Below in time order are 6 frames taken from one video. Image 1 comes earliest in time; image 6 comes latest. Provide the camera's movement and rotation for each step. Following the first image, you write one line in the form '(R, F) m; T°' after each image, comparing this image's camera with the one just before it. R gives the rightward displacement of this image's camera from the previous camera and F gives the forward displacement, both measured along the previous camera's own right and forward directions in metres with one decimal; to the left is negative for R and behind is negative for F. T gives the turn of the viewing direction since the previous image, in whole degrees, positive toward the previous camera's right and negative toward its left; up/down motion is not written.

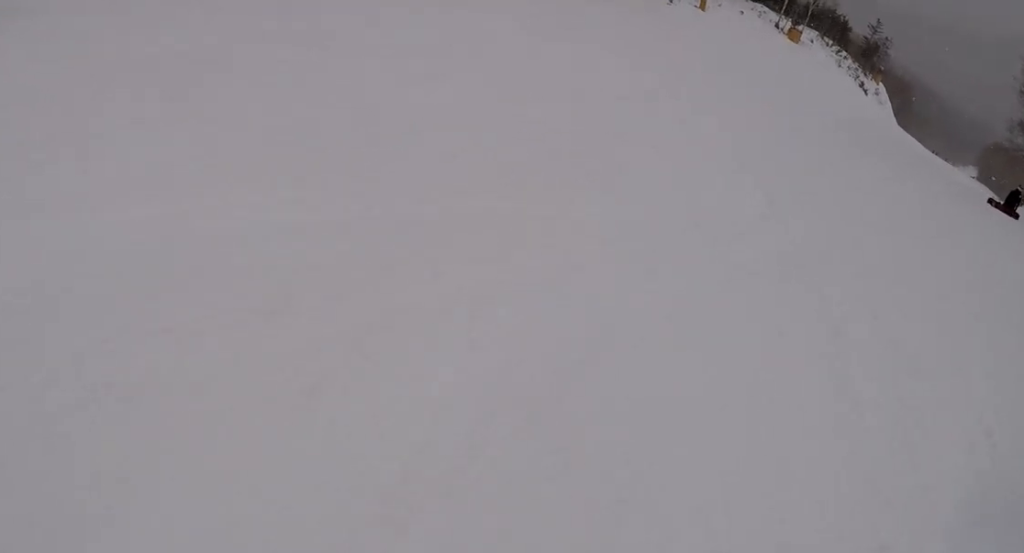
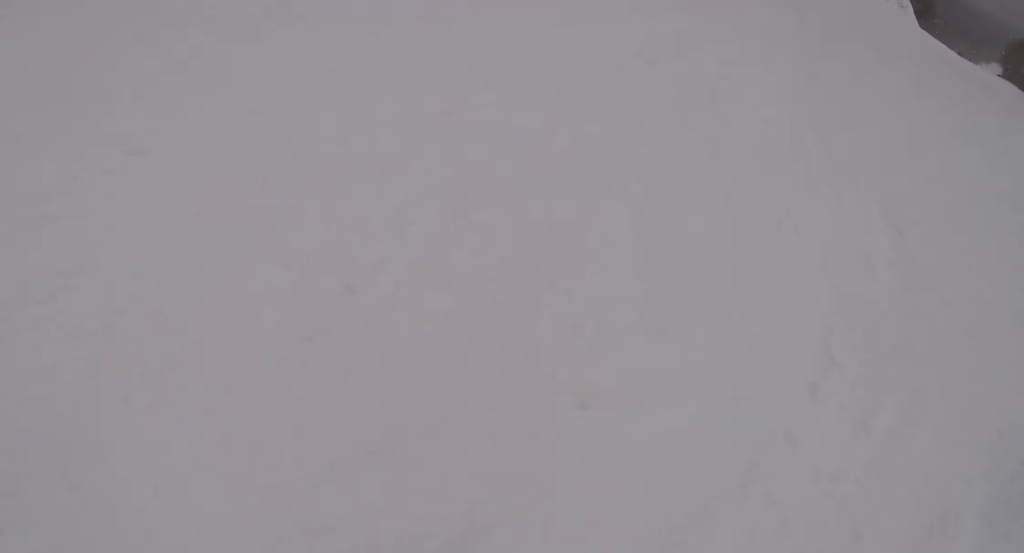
(-0.4, +2.8) m; 0°
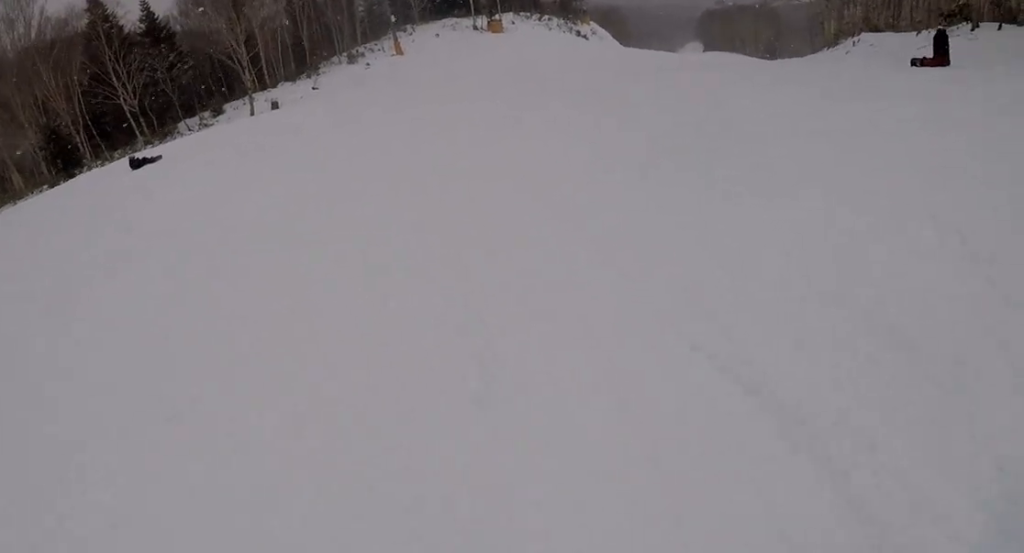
(+0.4, +6.5) m; +14°
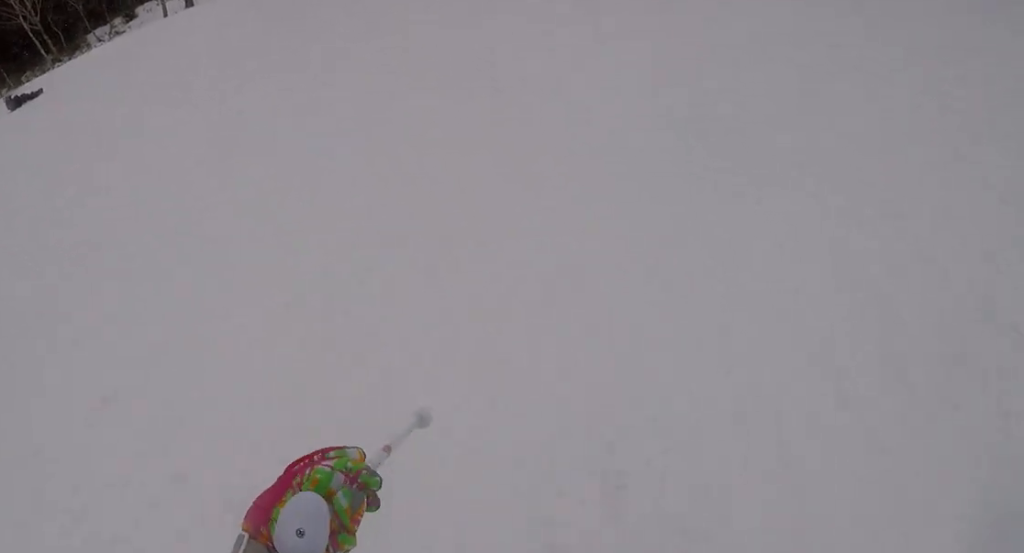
(+0.8, +2.7) m; +7°
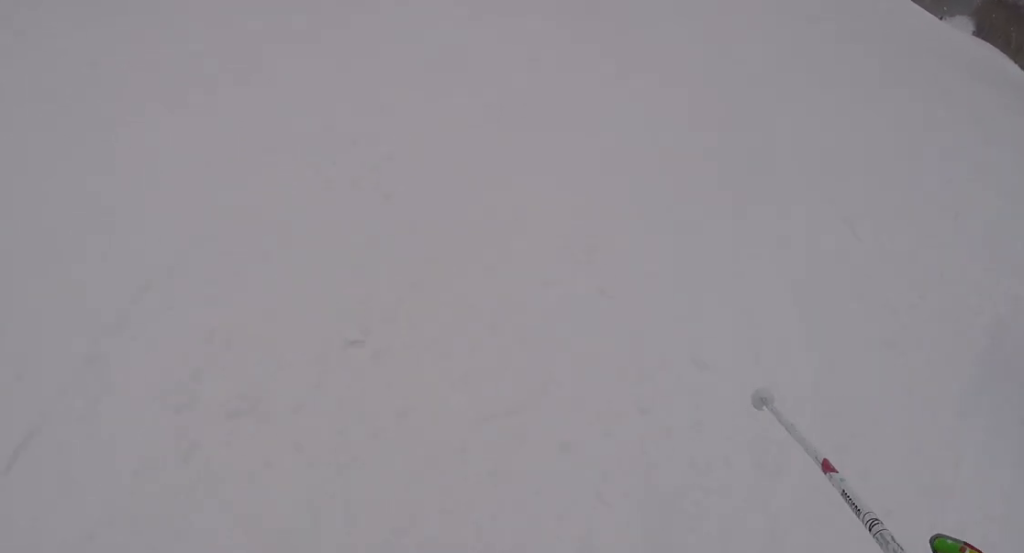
(-1.3, +9.0) m; -3°
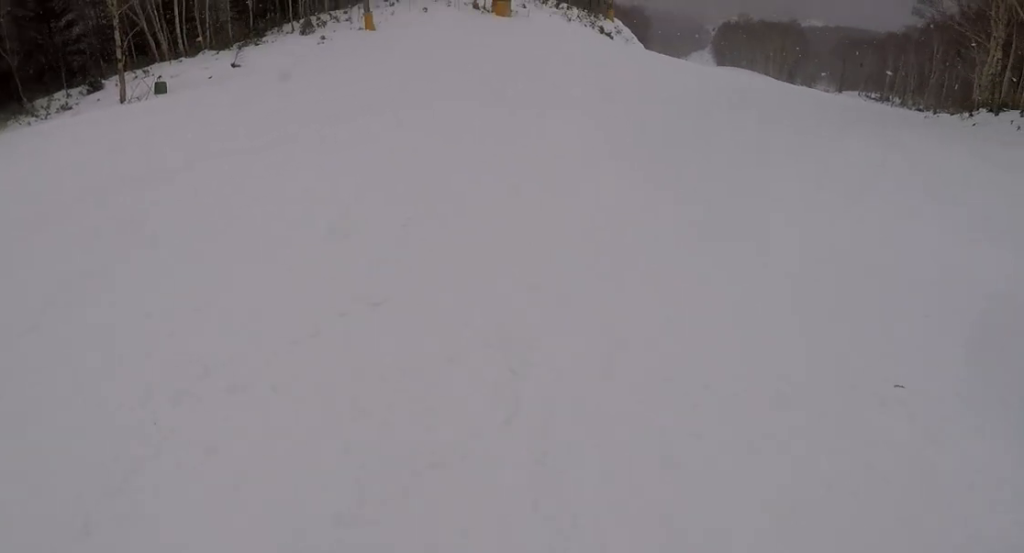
(+1.2, +9.3) m; +15°
